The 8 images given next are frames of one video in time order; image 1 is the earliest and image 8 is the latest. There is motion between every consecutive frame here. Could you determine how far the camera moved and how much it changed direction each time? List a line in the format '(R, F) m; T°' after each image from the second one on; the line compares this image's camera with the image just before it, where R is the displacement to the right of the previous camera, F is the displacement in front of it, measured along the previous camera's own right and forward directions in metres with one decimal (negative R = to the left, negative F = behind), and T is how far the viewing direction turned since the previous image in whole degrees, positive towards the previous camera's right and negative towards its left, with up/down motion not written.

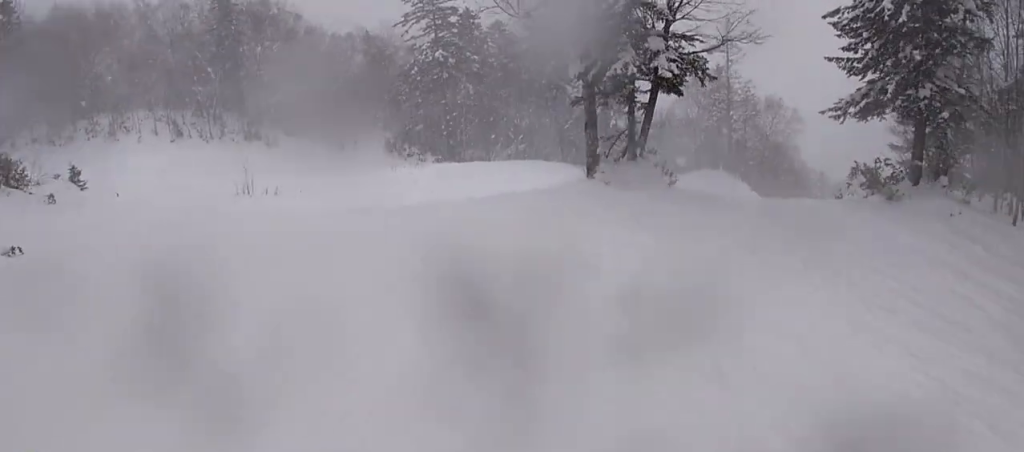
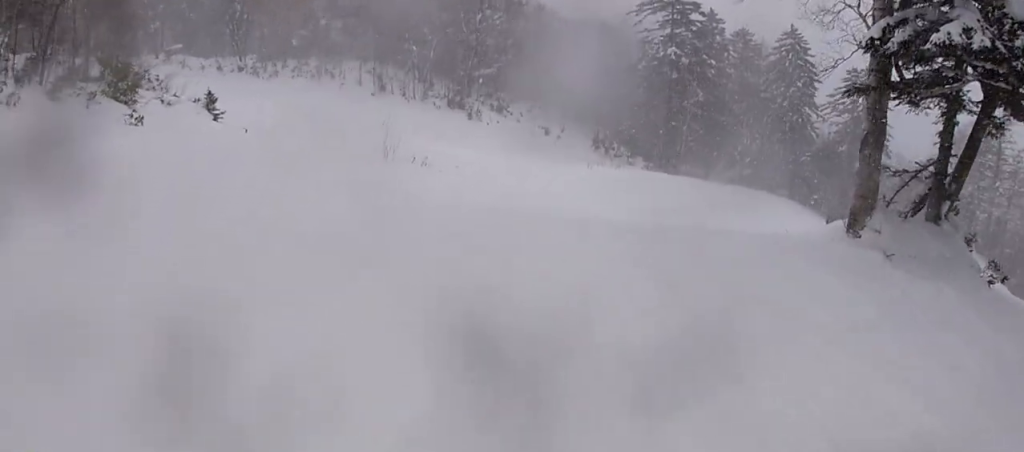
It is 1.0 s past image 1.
(-1.2, +6.4) m; -25°
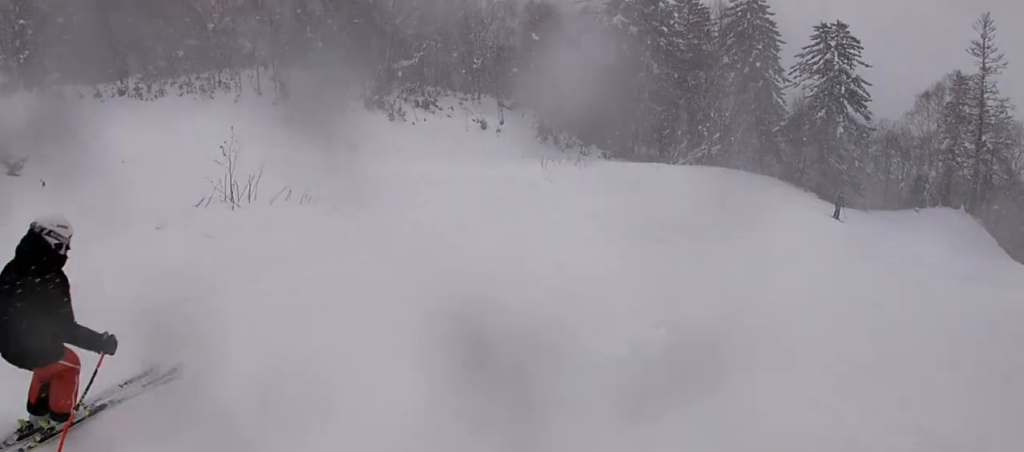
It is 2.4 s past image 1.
(-1.4, +8.3) m; +7°
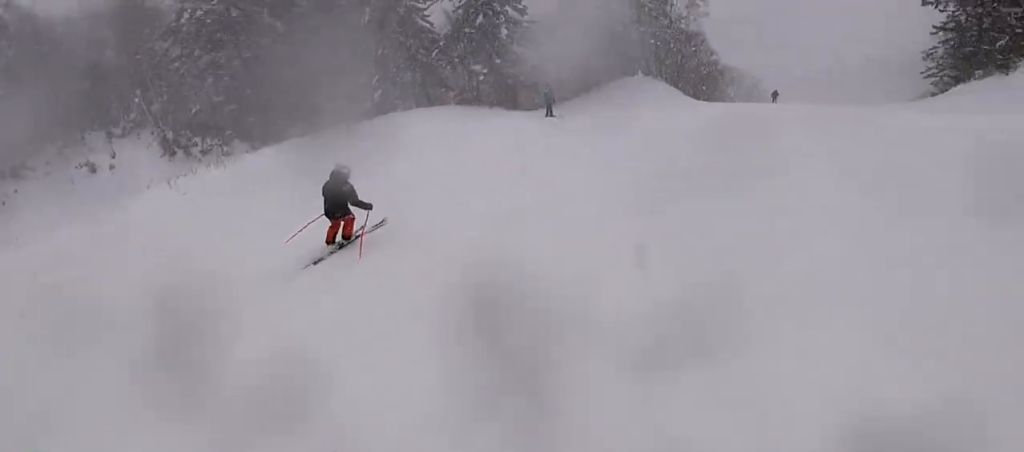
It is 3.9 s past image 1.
(+3.3, +7.9) m; +36°
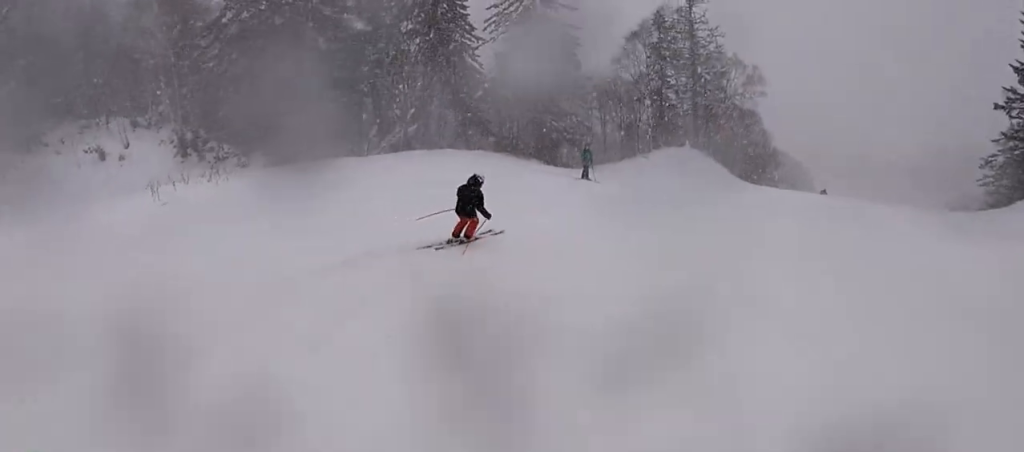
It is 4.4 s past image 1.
(+0.2, +3.0) m; -2°
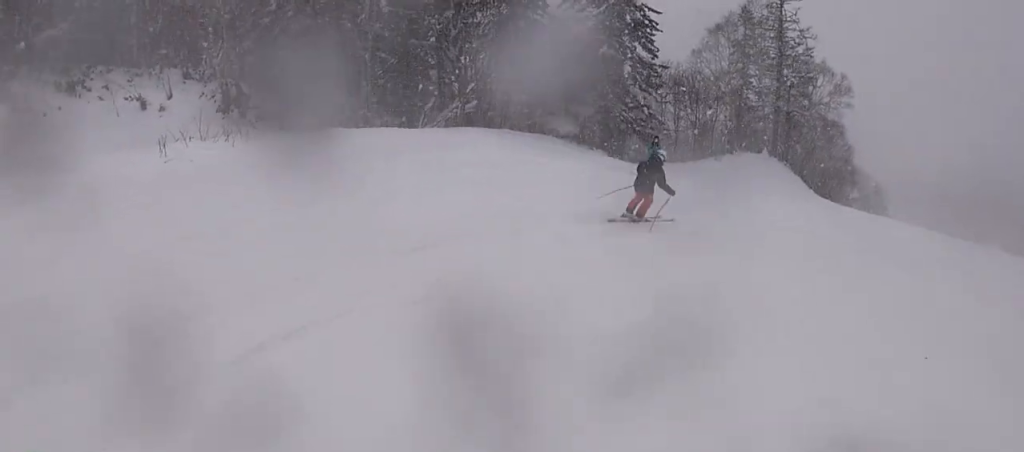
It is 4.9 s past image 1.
(+0.2, +2.6) m; -7°
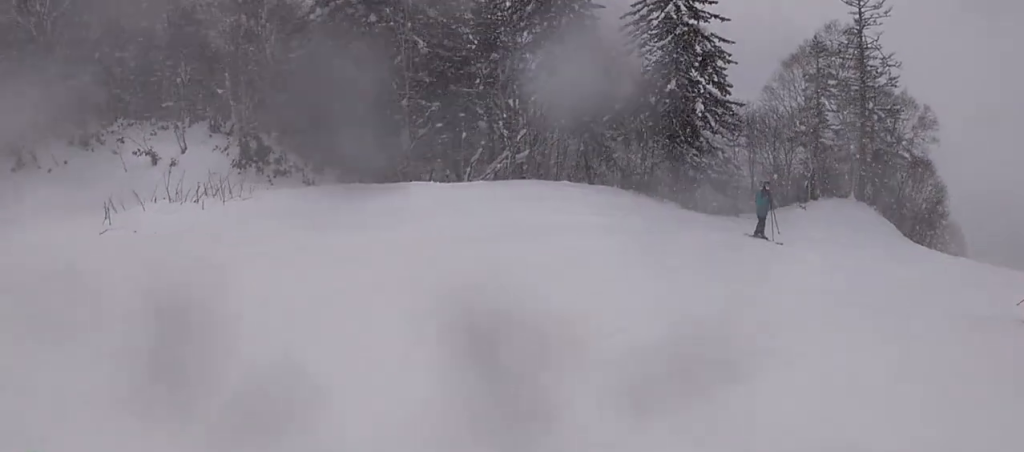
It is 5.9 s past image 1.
(-1.0, +4.5) m; -3°
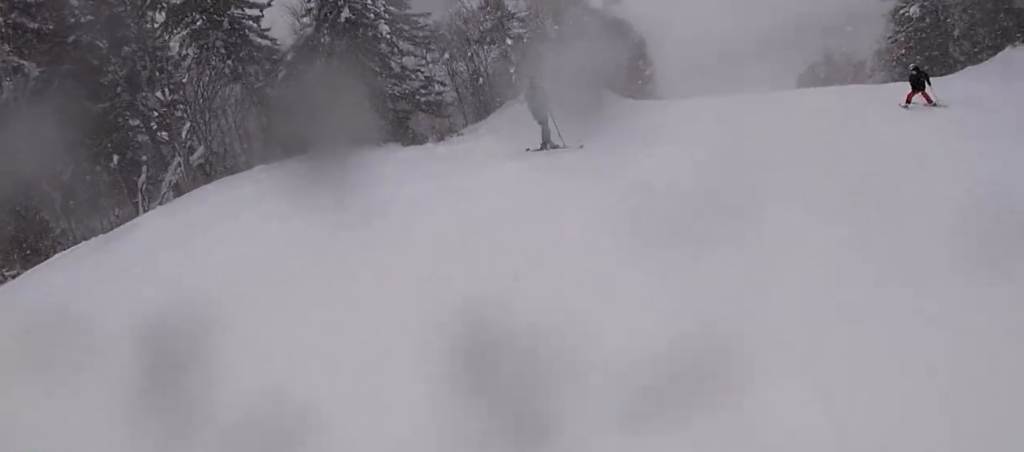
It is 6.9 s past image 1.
(+0.8, +4.4) m; +30°
